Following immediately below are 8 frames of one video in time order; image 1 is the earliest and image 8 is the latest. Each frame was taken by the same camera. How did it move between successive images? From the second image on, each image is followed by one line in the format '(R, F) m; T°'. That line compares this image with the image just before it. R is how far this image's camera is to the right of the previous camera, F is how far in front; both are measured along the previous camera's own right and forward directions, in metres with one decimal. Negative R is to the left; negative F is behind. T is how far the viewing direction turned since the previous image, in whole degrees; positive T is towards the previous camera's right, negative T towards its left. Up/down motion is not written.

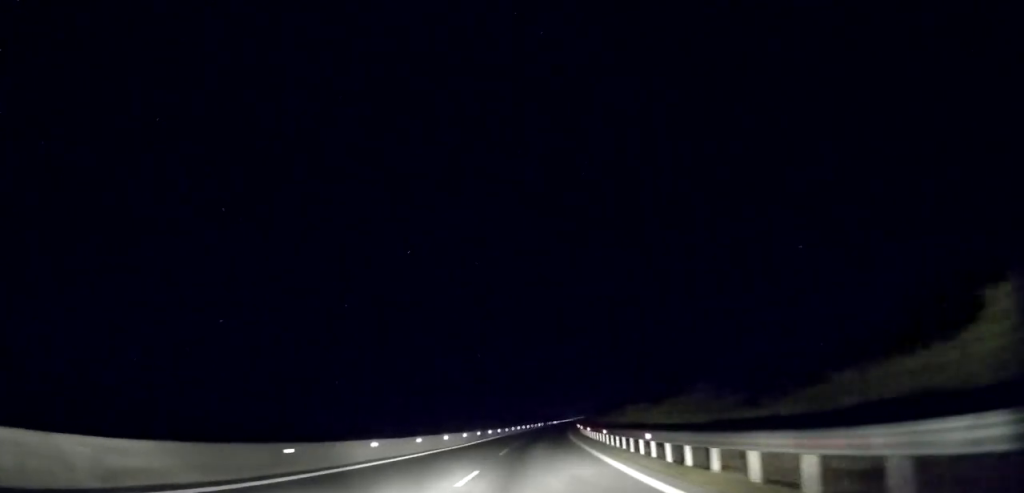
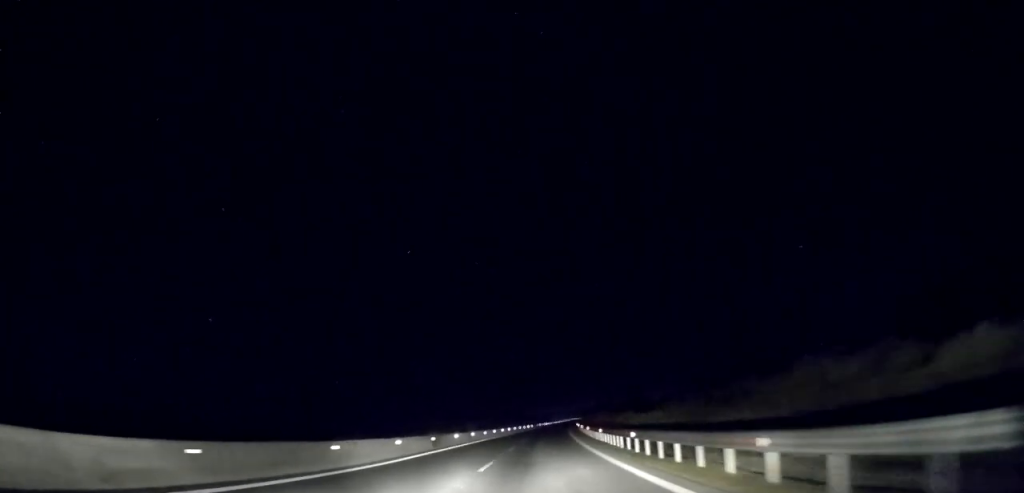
(0.0, +21.1) m; +2°
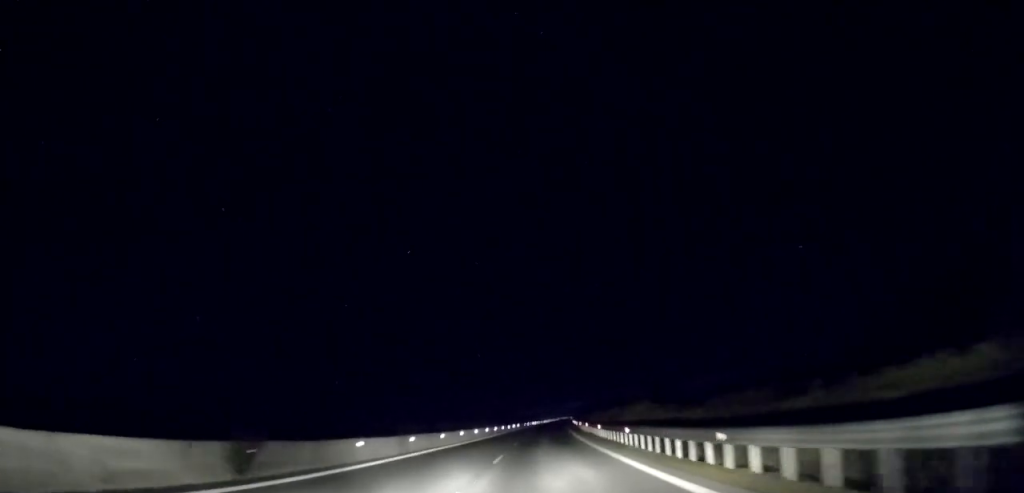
(+0.6, +21.7) m; +1°
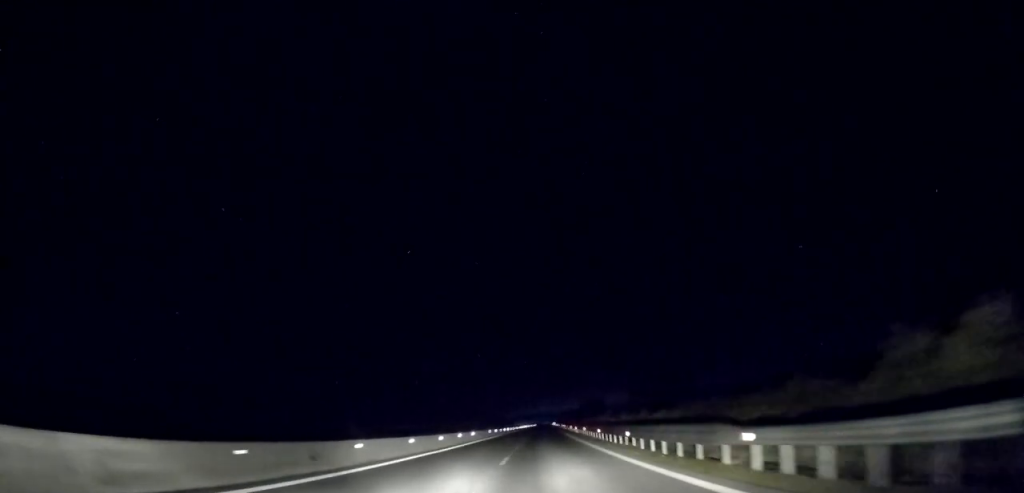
(+1.0, +48.5) m; +2°
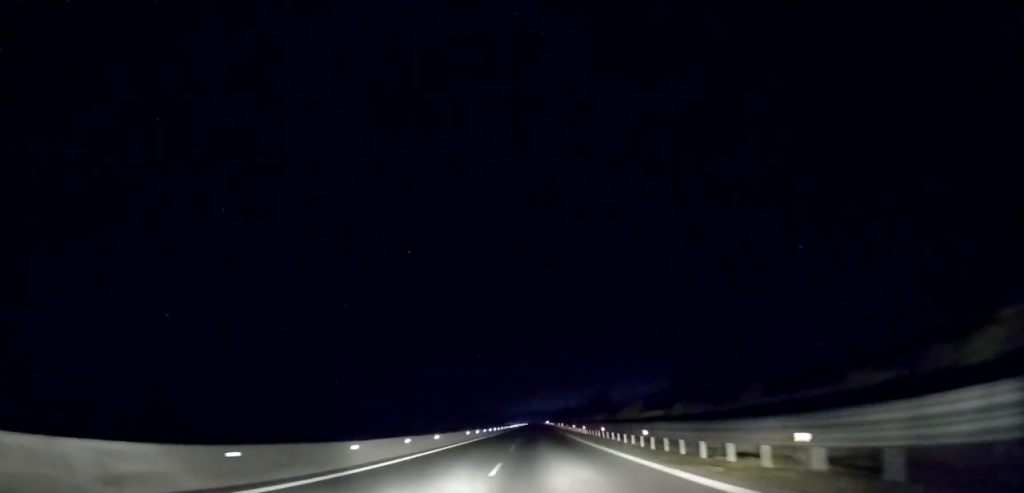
(+0.4, +16.0) m; 0°
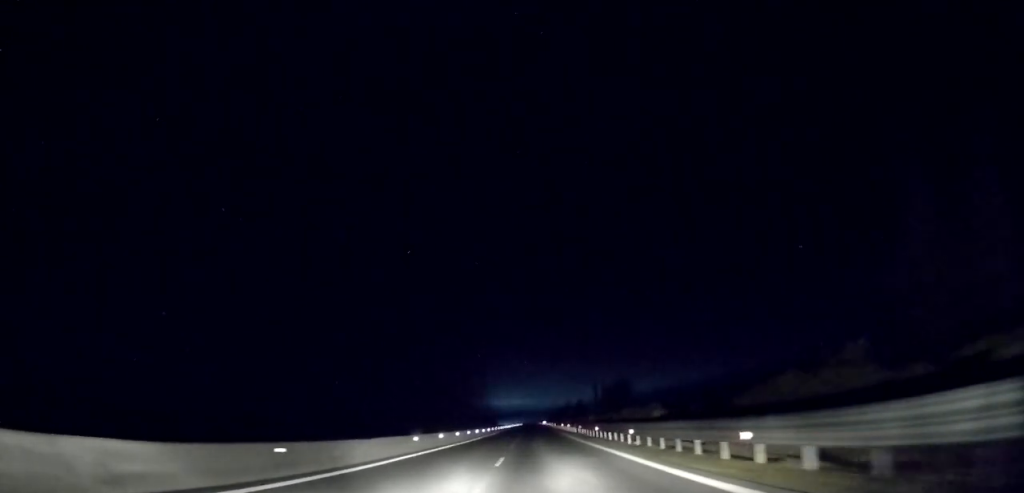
(0.0, +21.4) m; 0°
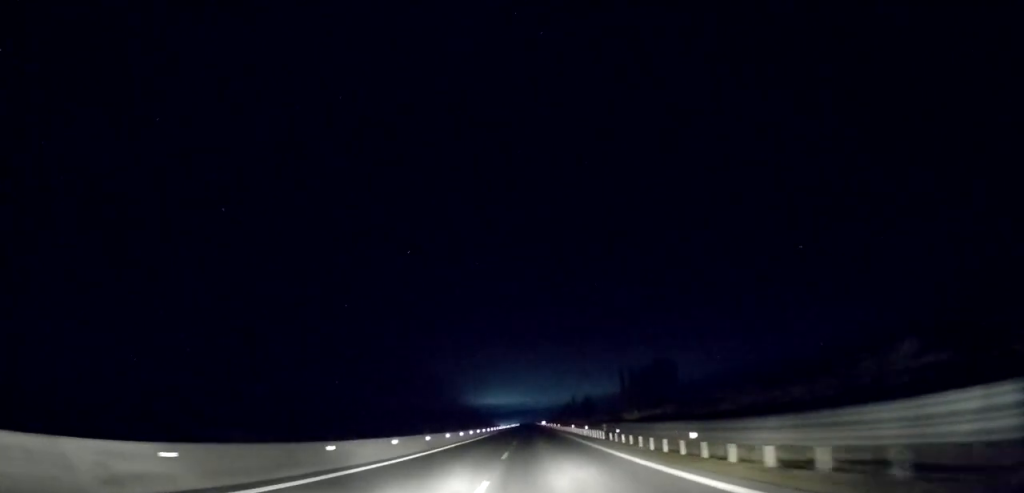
(-0.2, +20.2) m; 0°
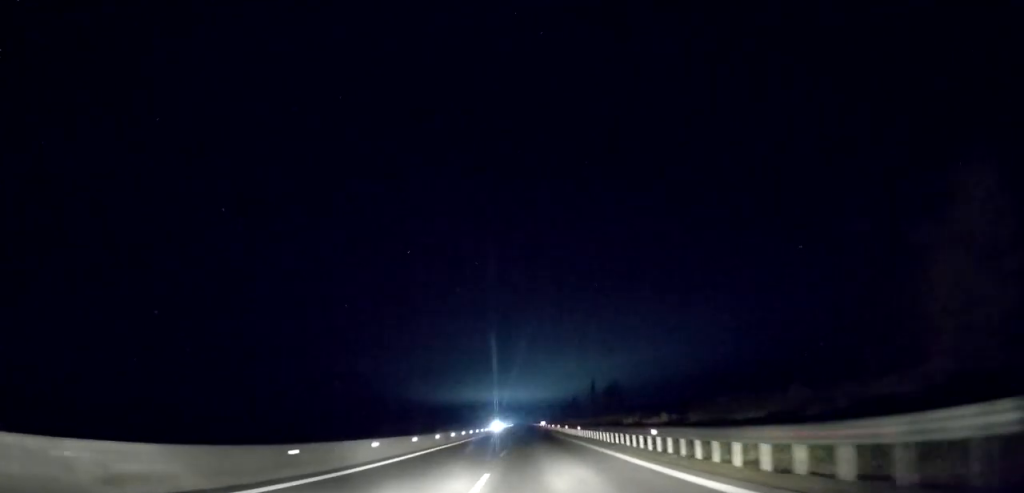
(+0.4, +33.9) m; 0°
